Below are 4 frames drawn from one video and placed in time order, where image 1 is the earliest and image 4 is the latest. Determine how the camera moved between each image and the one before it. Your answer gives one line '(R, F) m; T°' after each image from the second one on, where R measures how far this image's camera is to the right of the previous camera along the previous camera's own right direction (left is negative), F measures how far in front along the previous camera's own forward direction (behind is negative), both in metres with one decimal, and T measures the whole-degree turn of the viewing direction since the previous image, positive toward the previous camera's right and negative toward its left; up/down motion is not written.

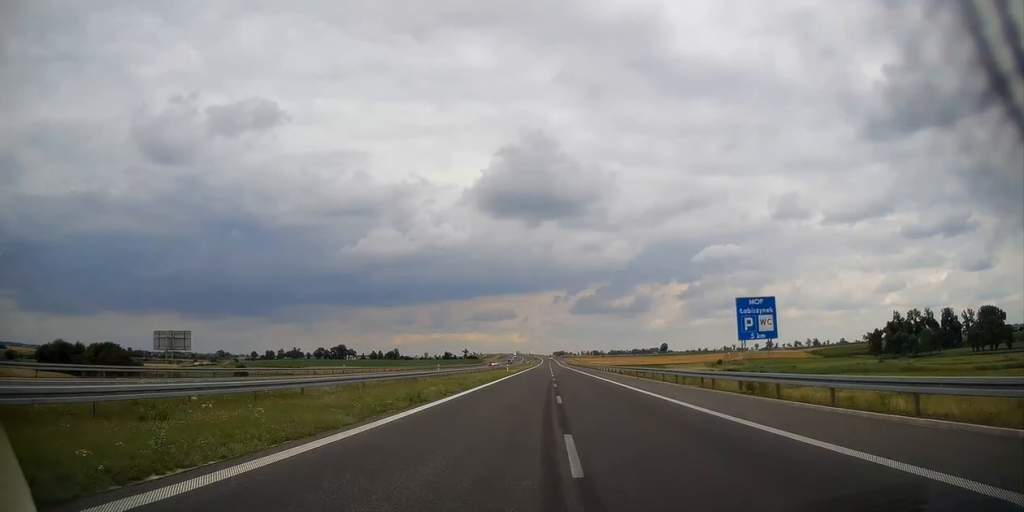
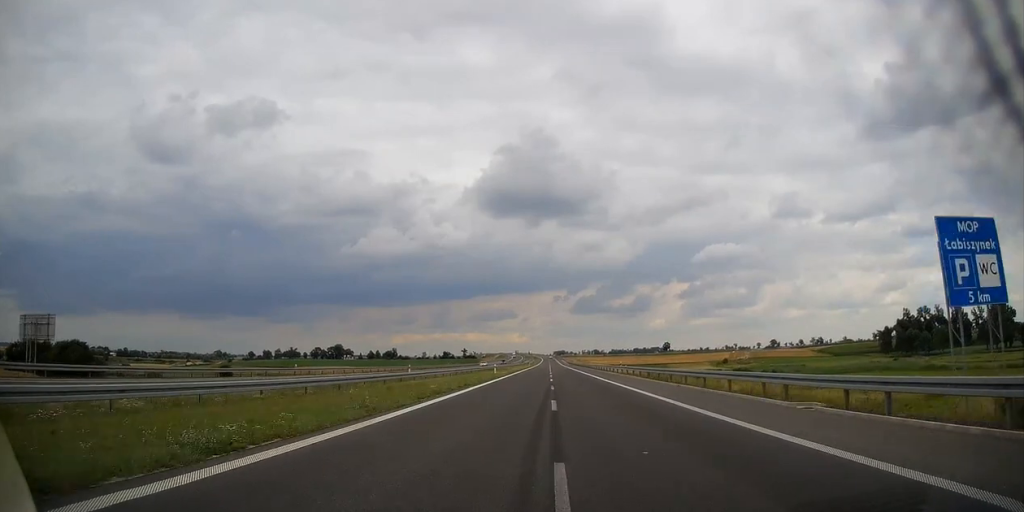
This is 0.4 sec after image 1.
(0.0, +15.3) m; 0°
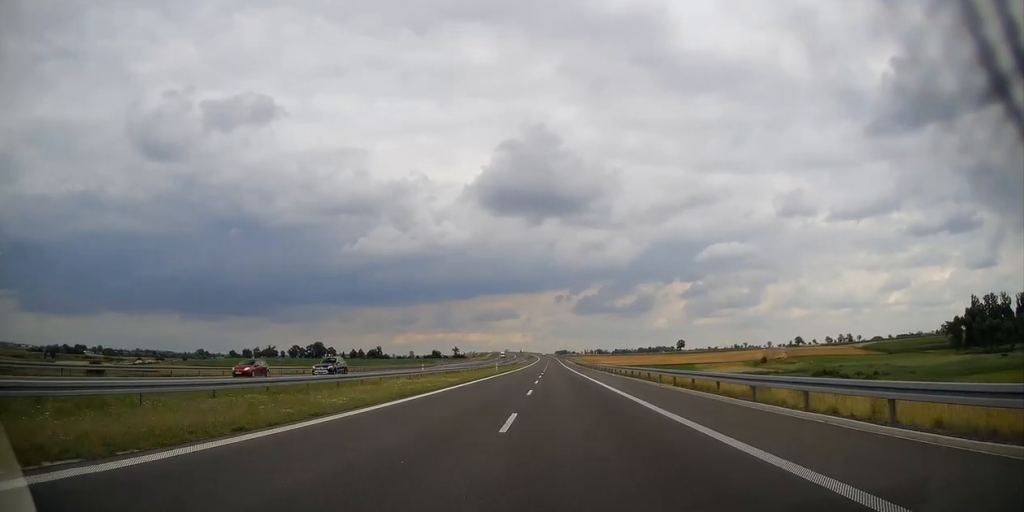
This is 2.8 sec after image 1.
(+0.5, +89.9) m; +1°
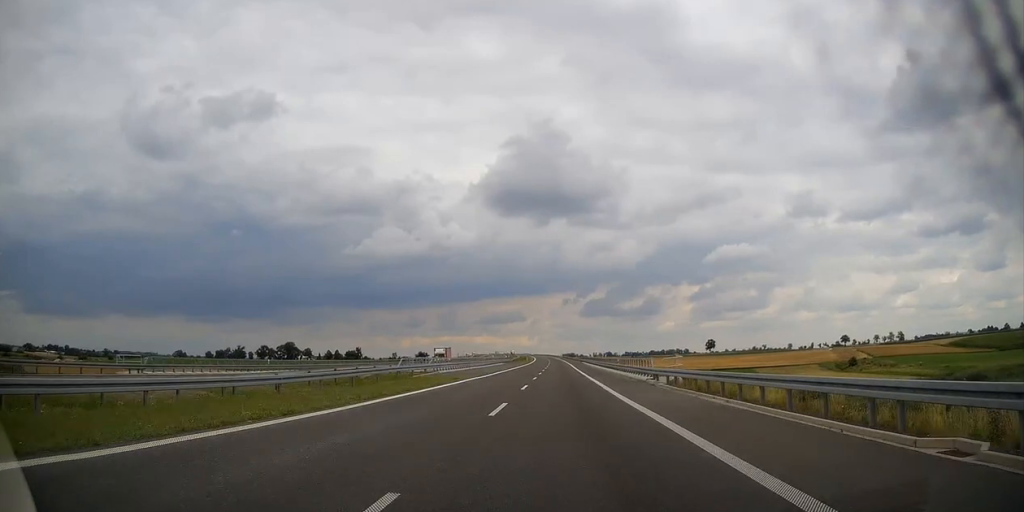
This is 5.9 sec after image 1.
(-1.1, +118.4) m; -1°
